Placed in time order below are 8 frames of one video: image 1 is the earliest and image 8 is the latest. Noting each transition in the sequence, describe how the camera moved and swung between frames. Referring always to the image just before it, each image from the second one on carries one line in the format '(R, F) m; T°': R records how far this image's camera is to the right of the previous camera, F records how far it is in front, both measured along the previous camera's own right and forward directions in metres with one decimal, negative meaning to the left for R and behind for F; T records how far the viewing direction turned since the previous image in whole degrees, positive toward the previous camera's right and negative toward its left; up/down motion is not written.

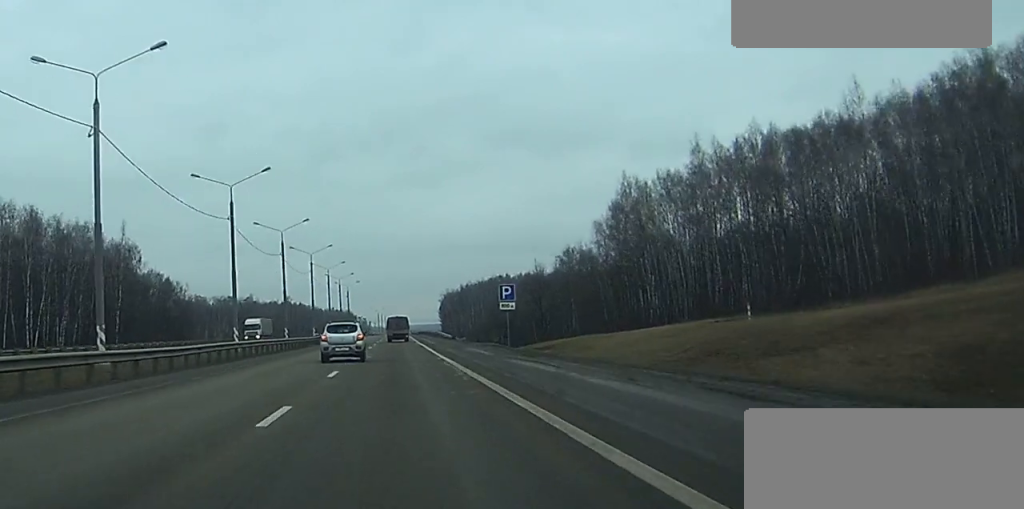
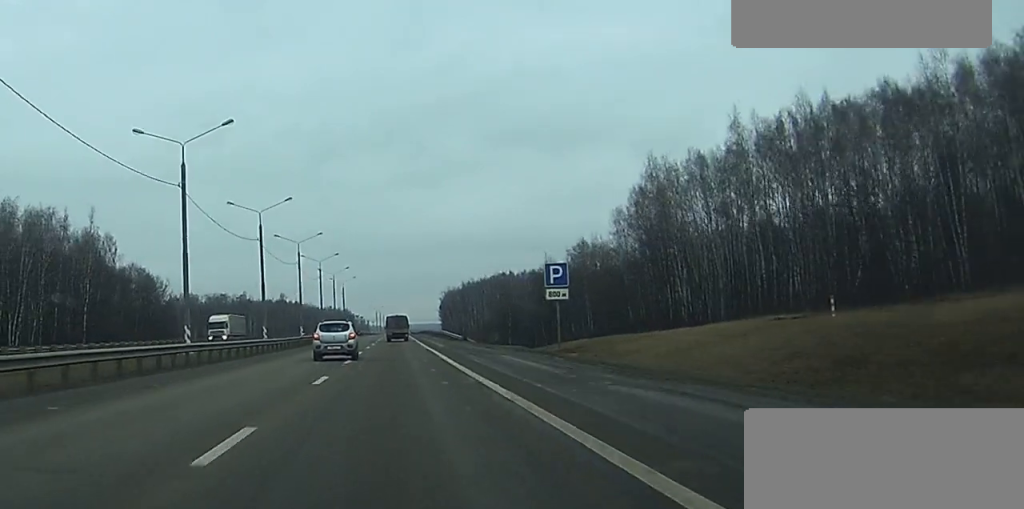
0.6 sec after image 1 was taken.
(+0.1, +15.5) m; 0°
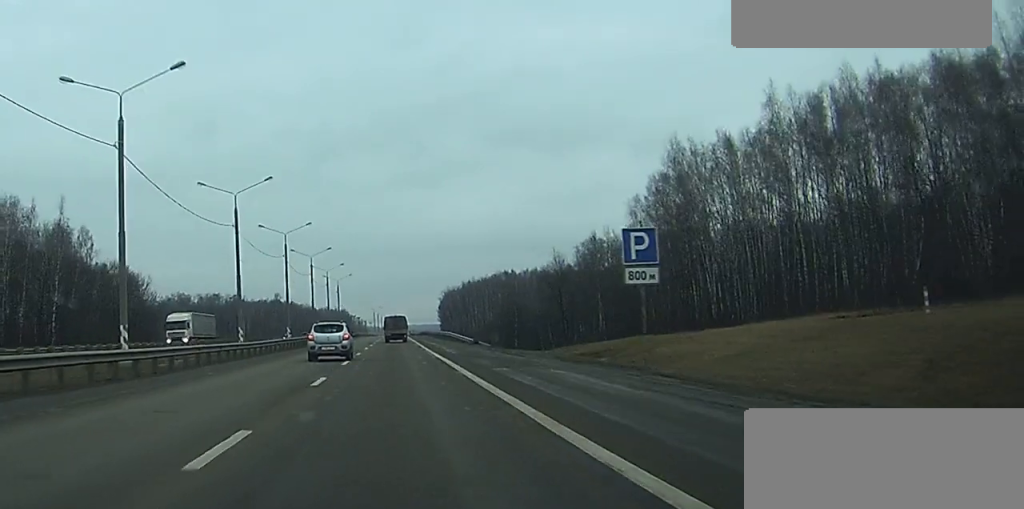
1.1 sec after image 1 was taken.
(0.0, +12.0) m; 0°
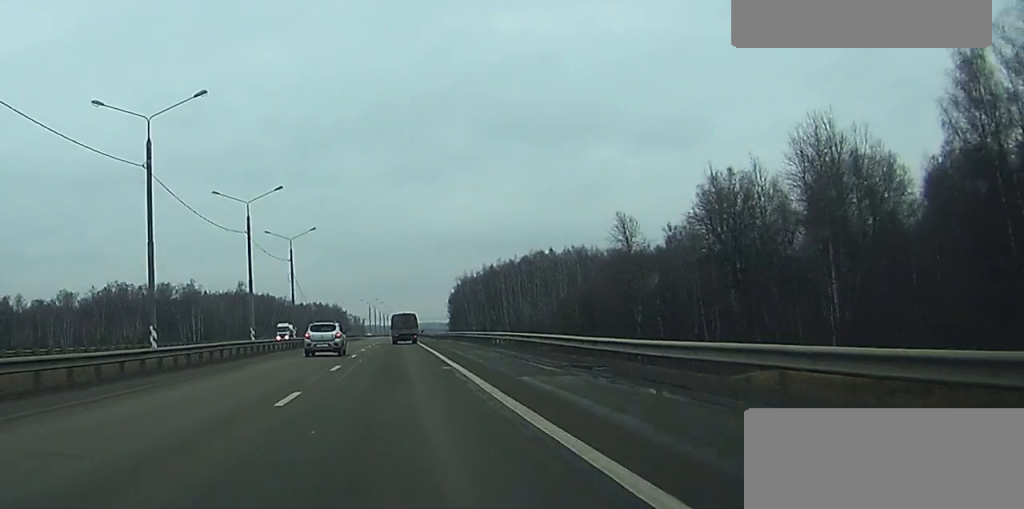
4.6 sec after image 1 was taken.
(-0.2, +89.6) m; 0°
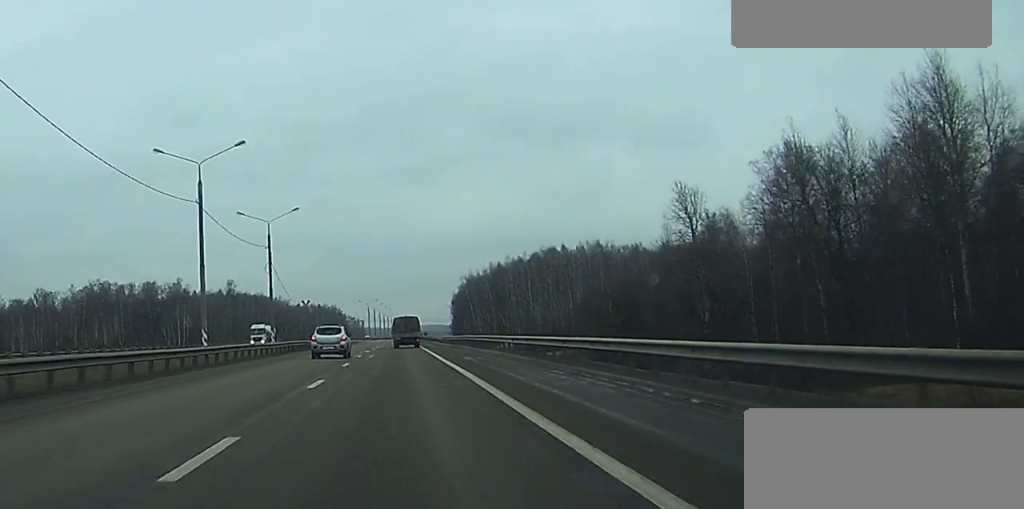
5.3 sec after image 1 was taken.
(0.0, +19.5) m; 0°
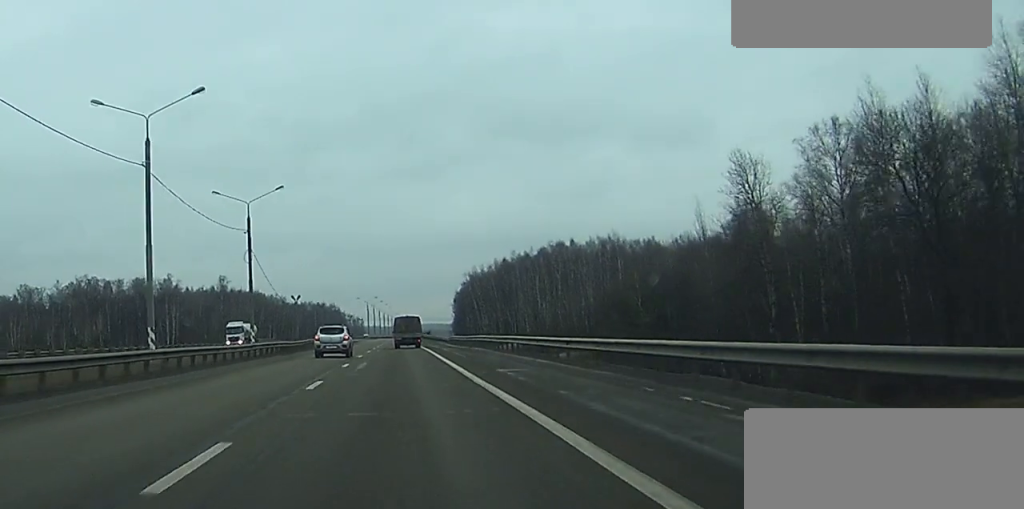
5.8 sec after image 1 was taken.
(0.0, +12.7) m; 0°
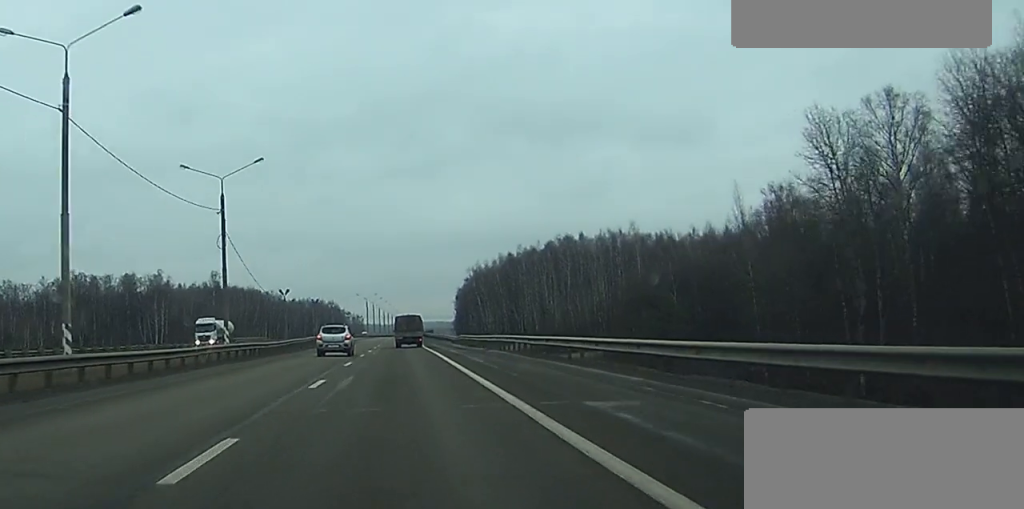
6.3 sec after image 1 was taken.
(0.0, +11.8) m; 0°
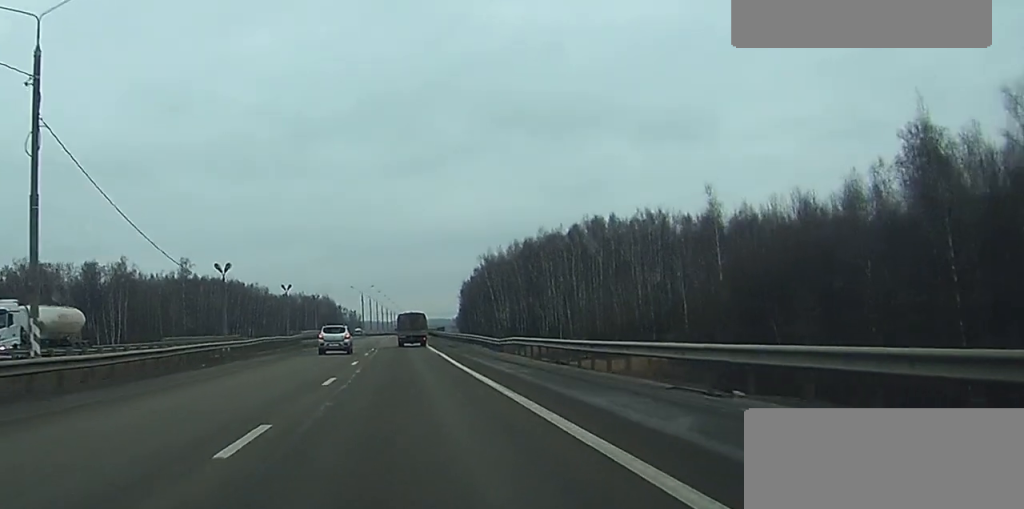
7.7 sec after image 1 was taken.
(-0.1, +34.5) m; 0°
